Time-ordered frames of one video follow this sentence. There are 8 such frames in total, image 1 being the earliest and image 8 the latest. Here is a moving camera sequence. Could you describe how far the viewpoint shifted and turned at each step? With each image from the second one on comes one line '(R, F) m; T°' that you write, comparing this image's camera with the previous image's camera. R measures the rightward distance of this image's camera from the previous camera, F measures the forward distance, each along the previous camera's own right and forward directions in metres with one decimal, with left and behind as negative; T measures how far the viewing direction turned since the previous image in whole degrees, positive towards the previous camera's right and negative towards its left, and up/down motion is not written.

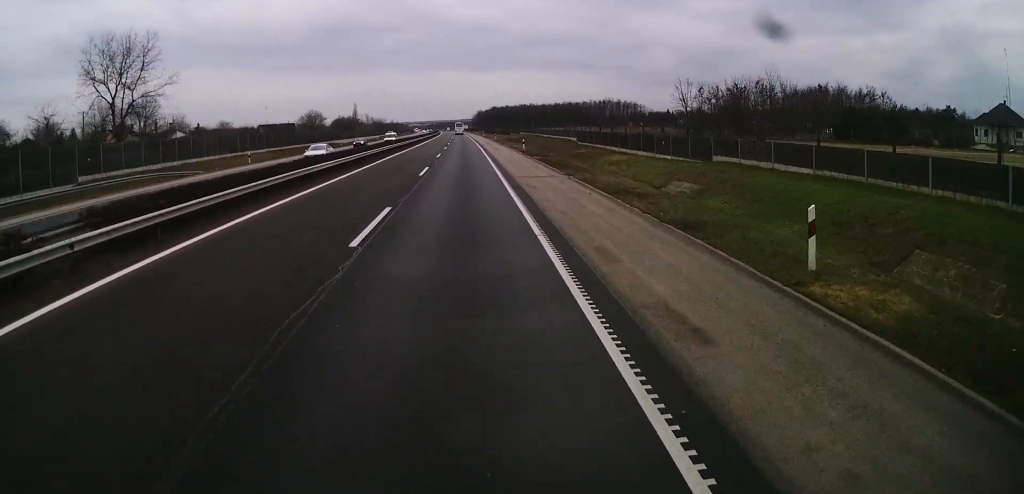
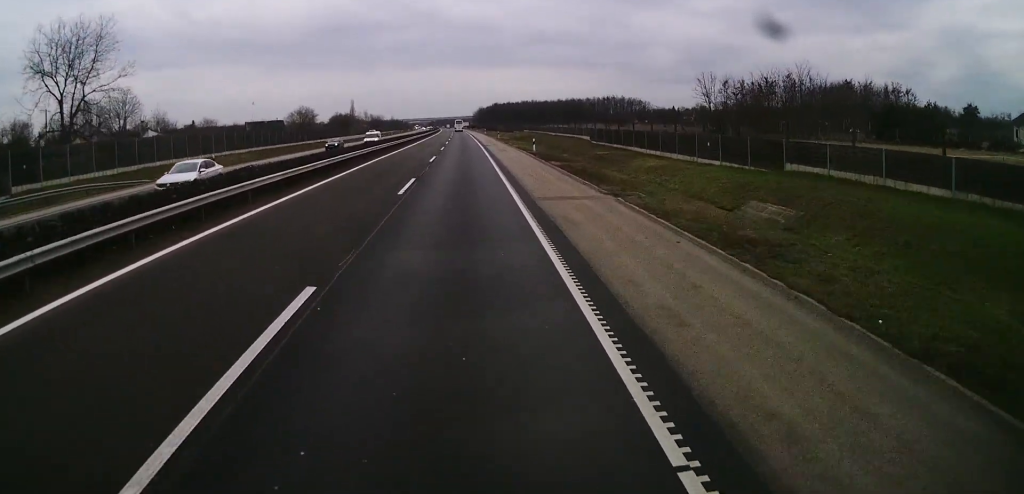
(+0.1, +9.3) m; 0°
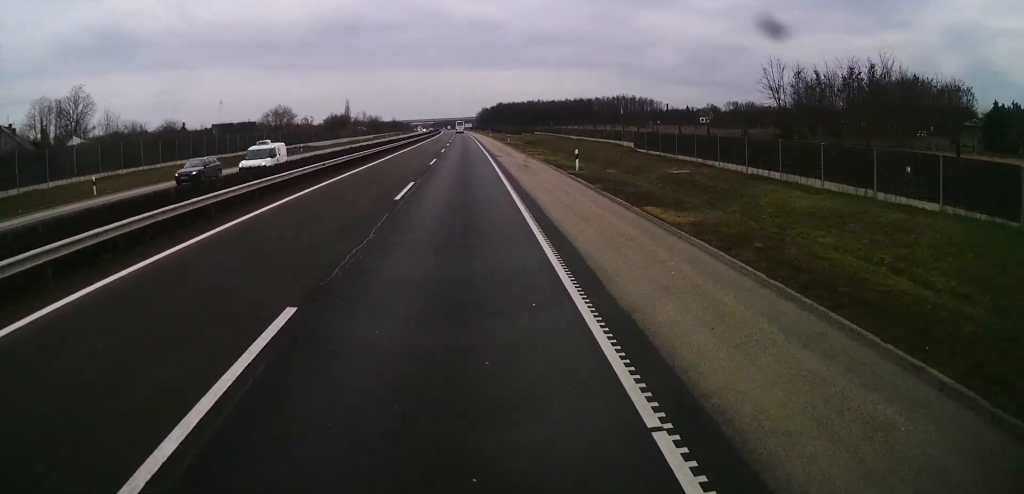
(-0.1, +19.4) m; 0°
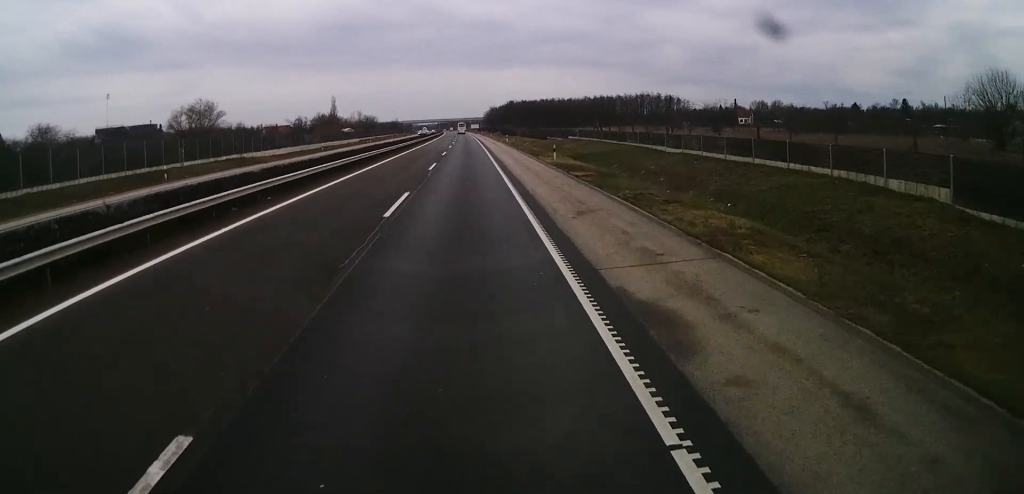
(-0.3, +40.3) m; 0°
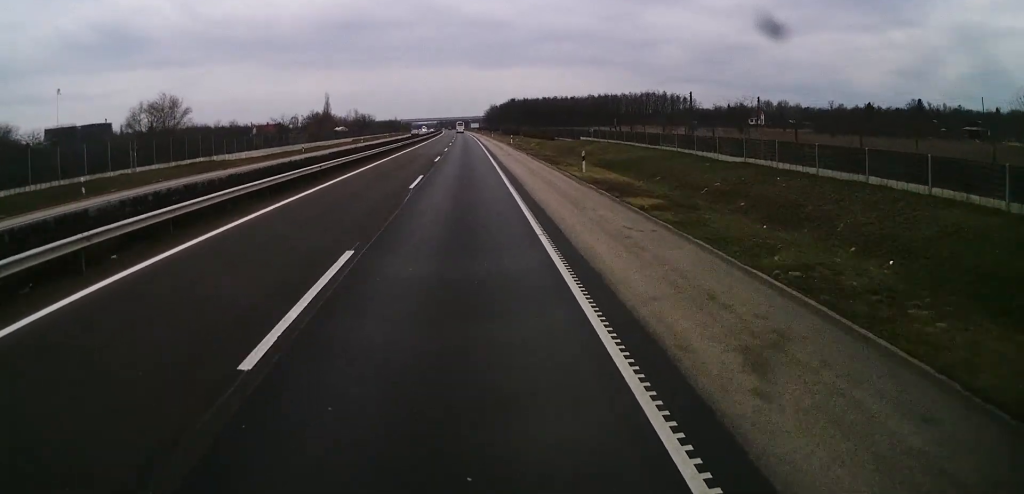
(0.0, +10.8) m; 0°
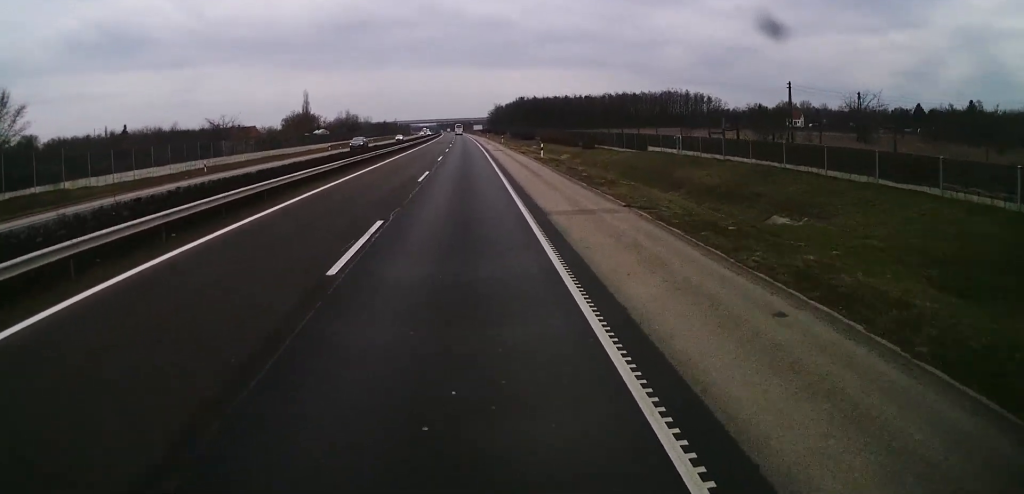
(+0.1, +32.5) m; 0°
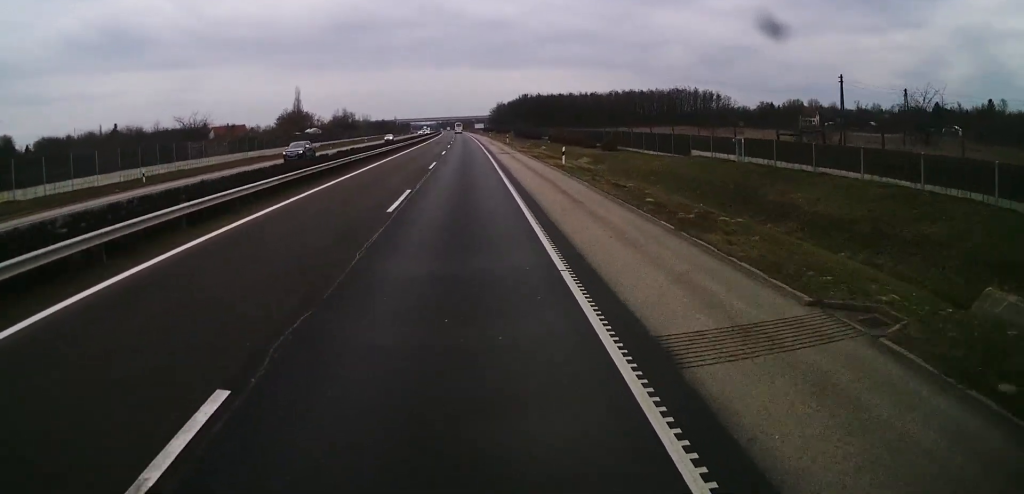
(0.0, +10.8) m; 0°
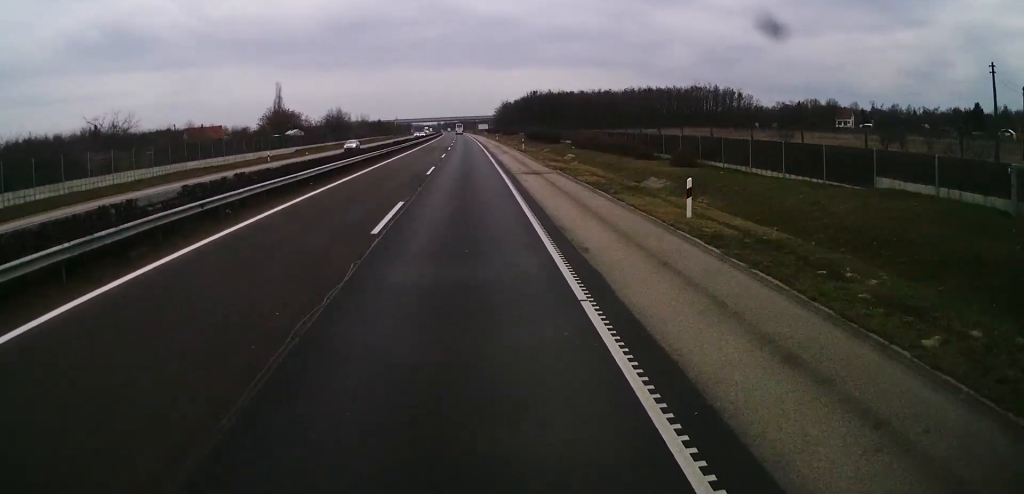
(0.0, +21.5) m; 0°
